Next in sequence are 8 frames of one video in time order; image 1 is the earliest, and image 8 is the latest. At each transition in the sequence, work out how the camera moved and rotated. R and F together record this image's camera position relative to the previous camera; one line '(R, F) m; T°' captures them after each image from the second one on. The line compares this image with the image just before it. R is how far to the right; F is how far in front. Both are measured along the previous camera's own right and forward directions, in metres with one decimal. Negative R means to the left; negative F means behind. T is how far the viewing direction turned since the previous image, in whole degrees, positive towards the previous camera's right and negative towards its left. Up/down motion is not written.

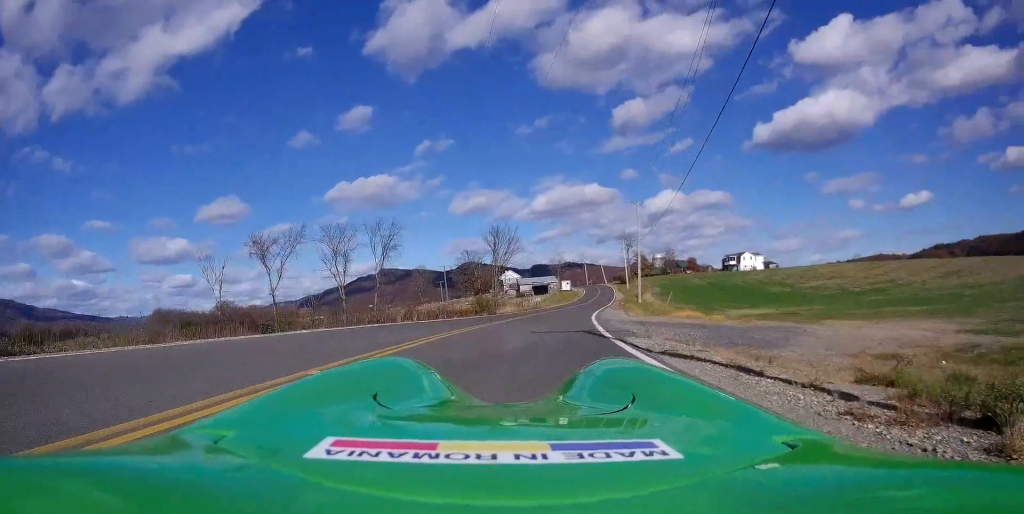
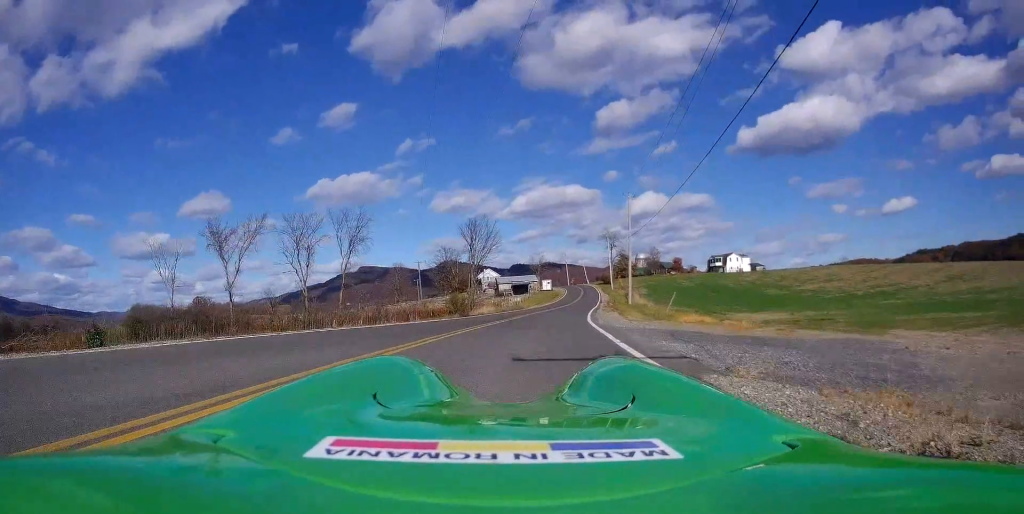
(0.0, +6.2) m; +2°
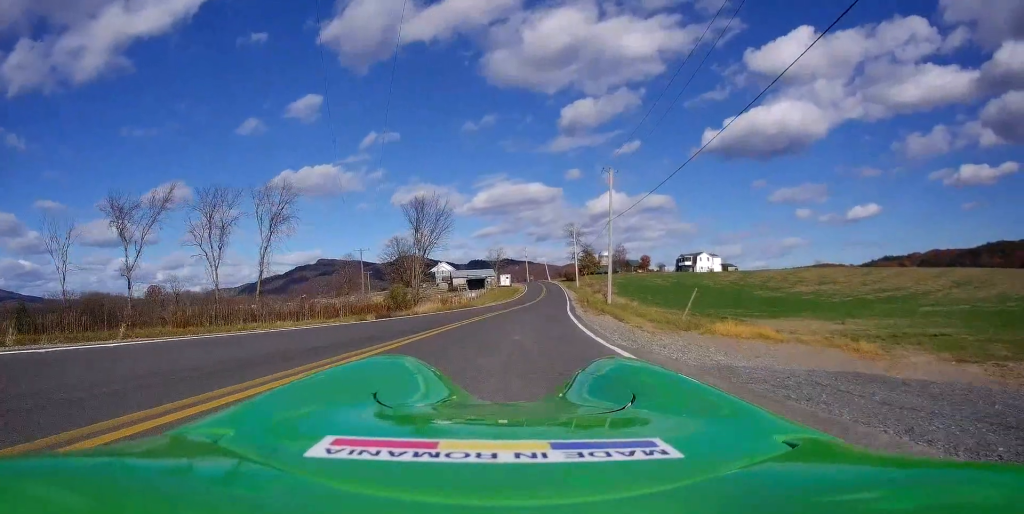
(+0.7, +12.1) m; +7°
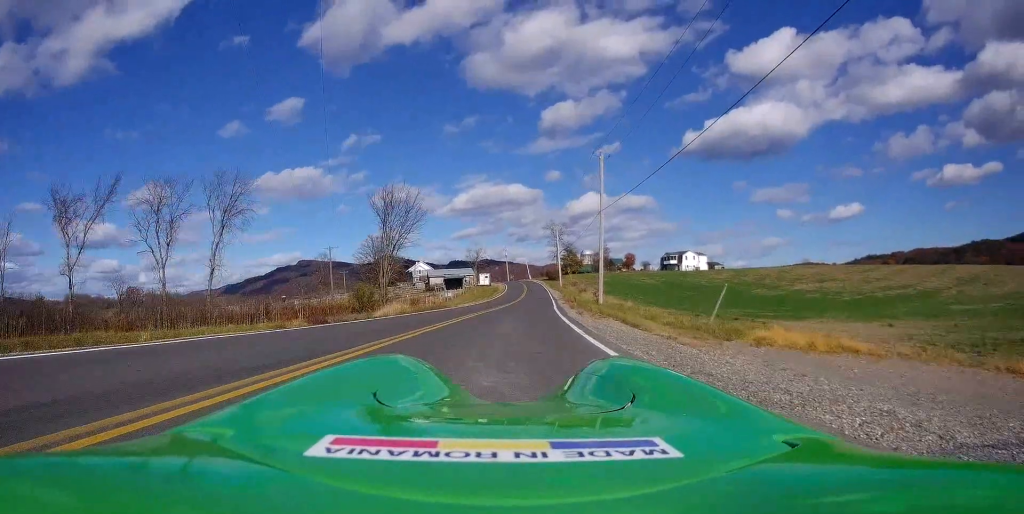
(+0.1, +5.8) m; +3°
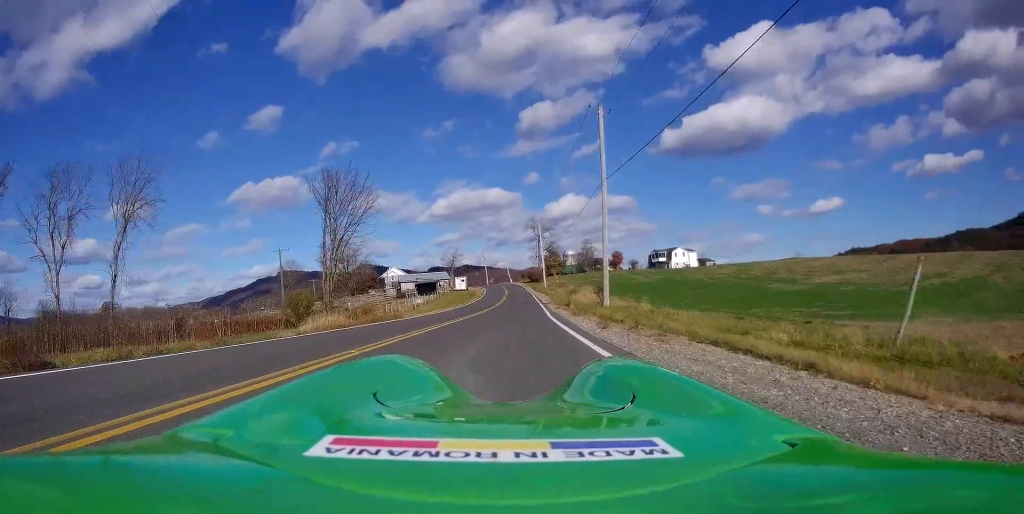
(+0.1, +10.9) m; 0°
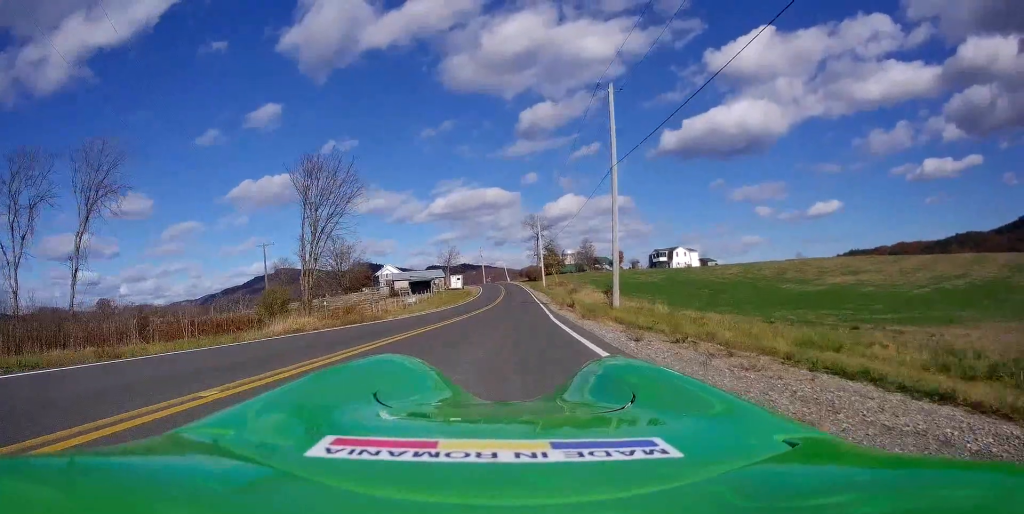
(-0.1, +4.0) m; 0°
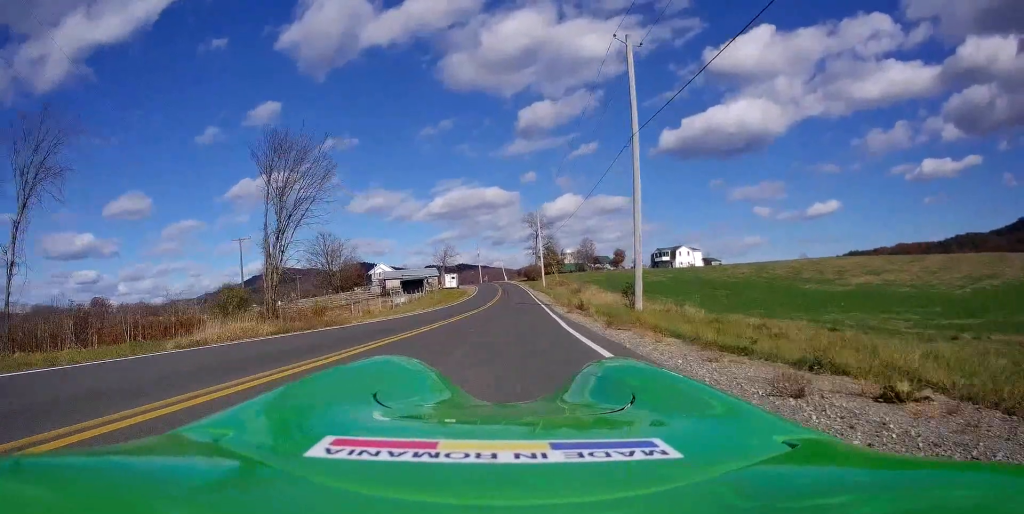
(+0.2, +5.6) m; 0°
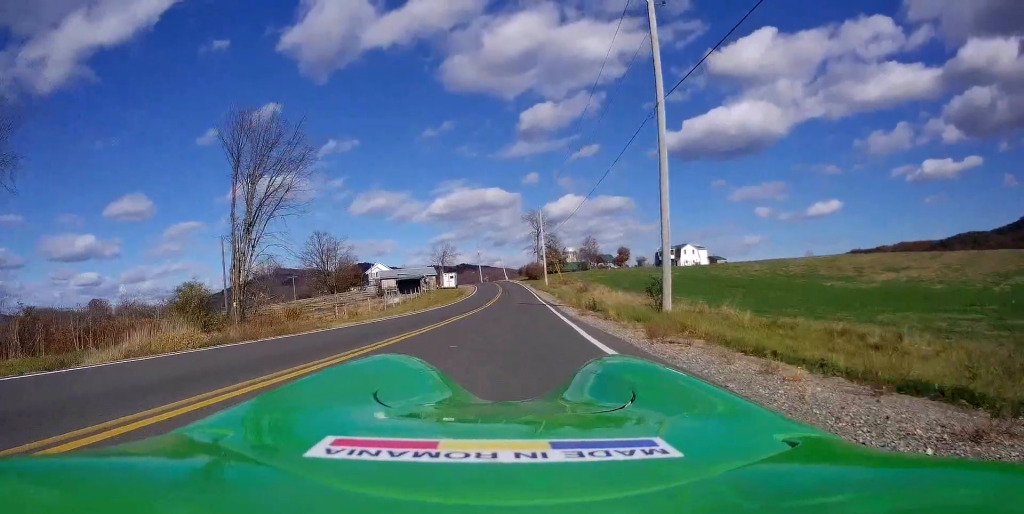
(-0.1, +4.4) m; -1°
